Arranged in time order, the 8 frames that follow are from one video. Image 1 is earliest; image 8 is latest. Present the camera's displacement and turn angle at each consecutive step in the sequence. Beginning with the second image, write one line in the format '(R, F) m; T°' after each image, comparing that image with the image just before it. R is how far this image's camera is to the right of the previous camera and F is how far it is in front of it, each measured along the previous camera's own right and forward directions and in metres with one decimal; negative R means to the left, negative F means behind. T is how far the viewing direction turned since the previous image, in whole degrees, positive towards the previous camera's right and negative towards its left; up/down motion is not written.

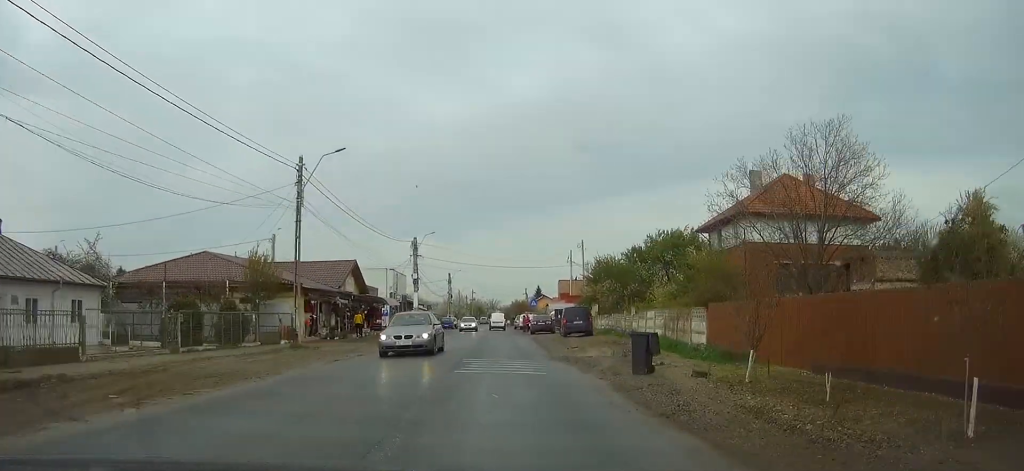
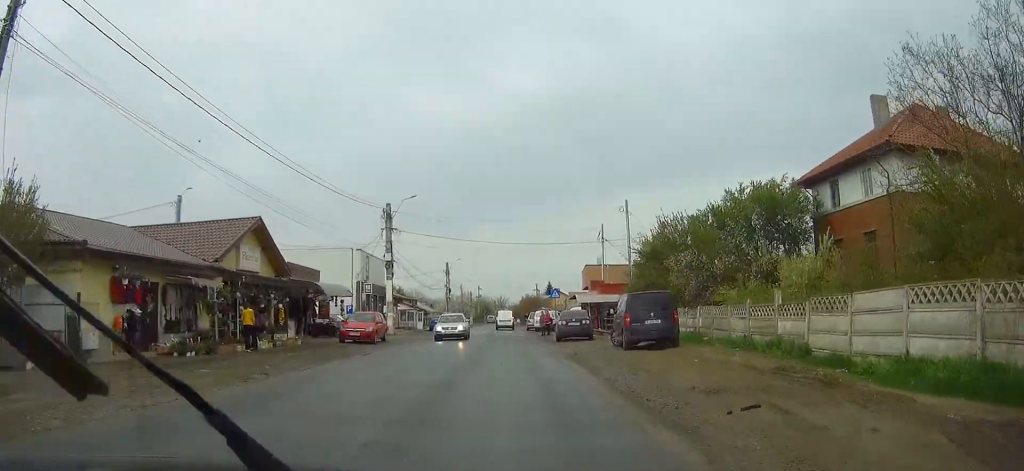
(+0.3, +20.6) m; +1°
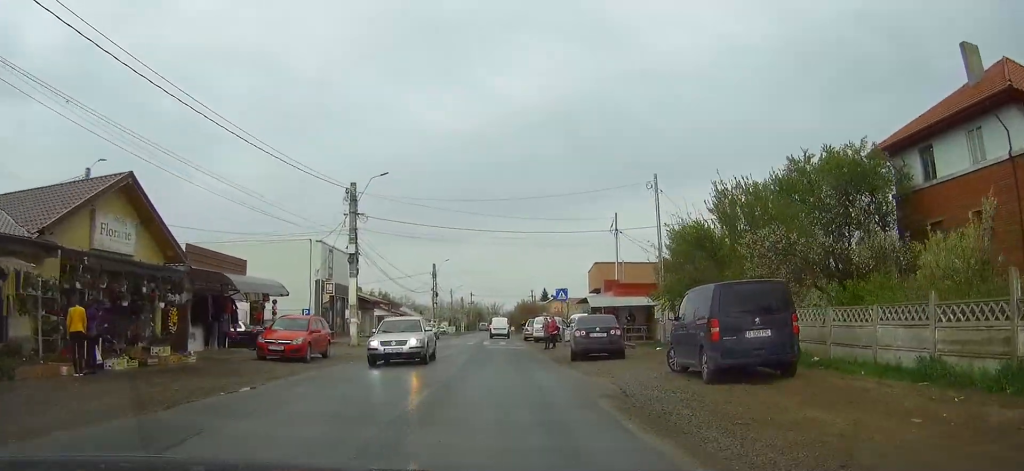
(0.0, +10.4) m; 0°
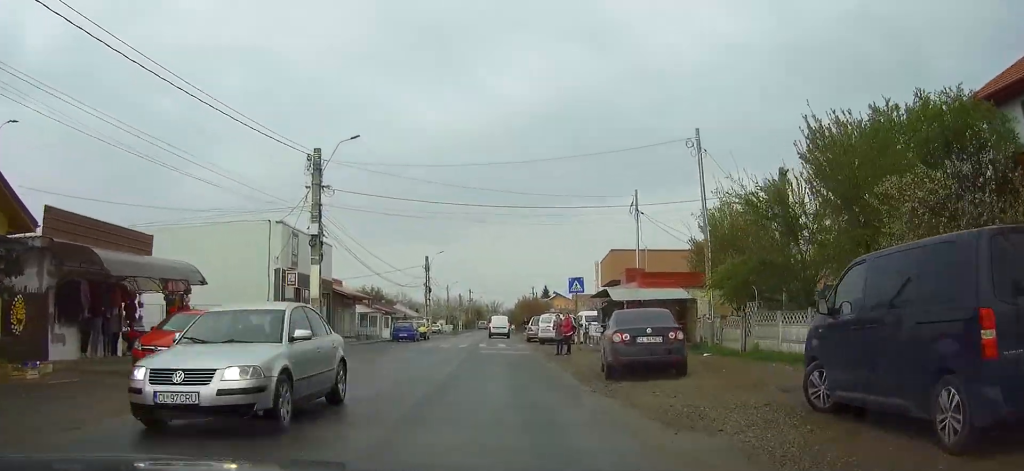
(0.0, +8.2) m; -1°
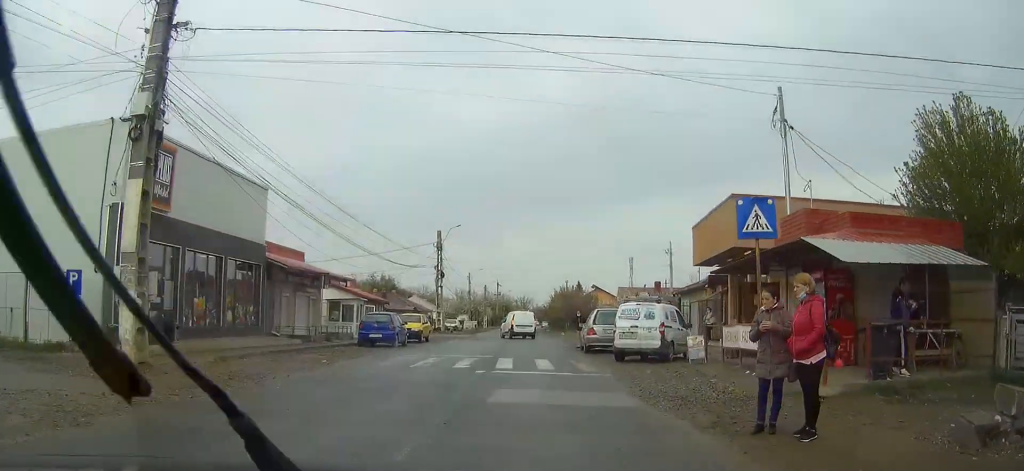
(-0.4, +19.6) m; -2°
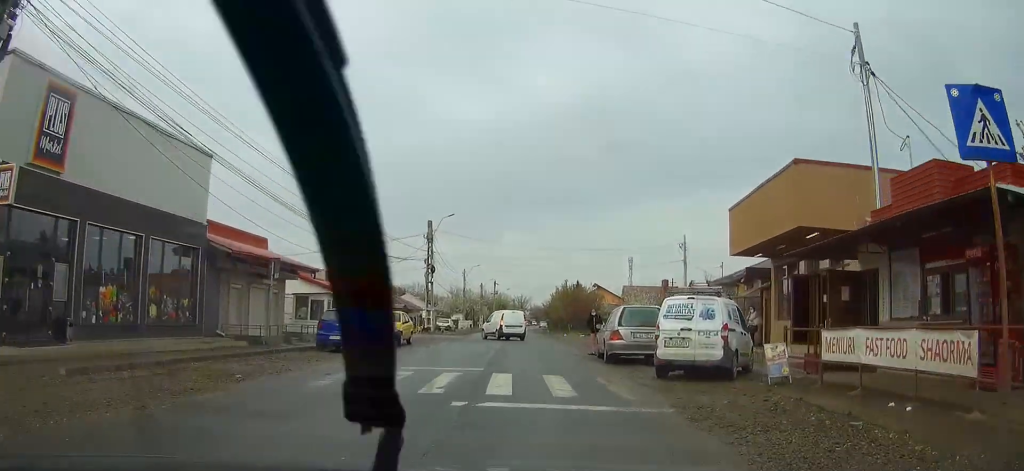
(0.0, +6.4) m; 0°
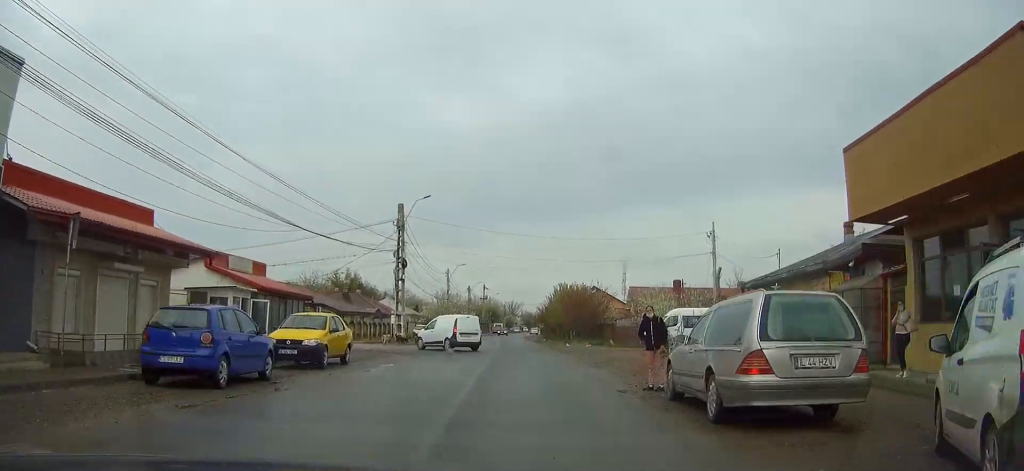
(0.0, +11.6) m; 0°
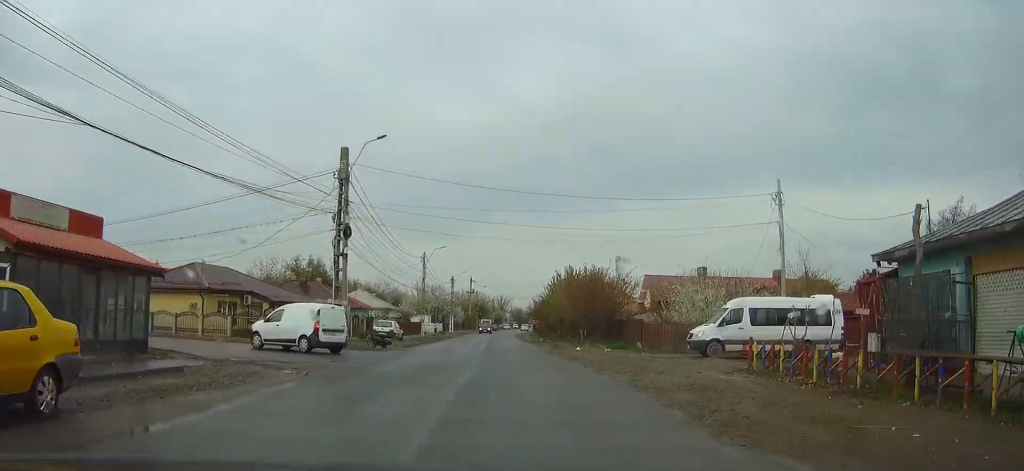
(0.0, +13.8) m; +1°
